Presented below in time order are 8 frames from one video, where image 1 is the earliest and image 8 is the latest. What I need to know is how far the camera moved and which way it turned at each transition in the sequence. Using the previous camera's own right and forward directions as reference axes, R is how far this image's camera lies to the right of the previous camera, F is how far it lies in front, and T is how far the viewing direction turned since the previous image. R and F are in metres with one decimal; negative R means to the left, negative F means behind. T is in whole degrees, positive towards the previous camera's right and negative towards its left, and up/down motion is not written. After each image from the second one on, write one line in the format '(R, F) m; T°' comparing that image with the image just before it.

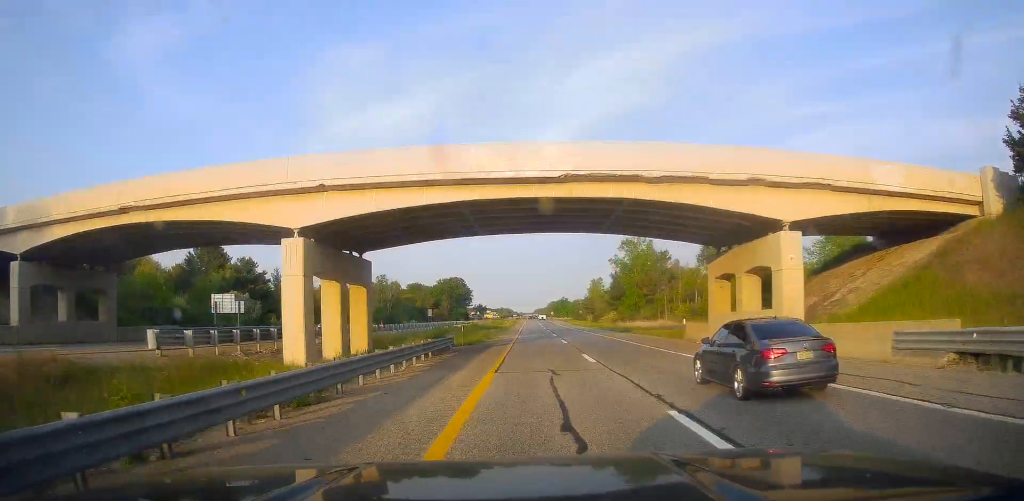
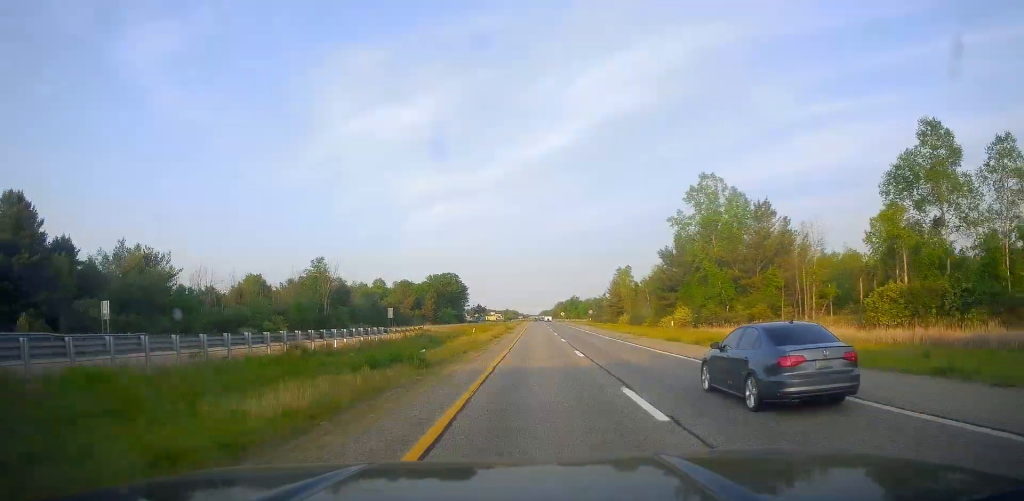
(-0.8, +57.7) m; -1°
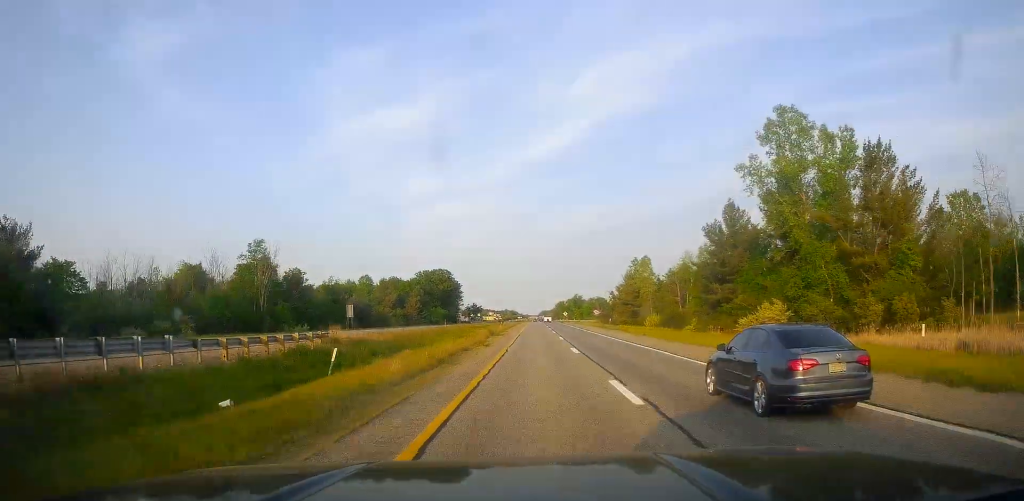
(0.0, +29.0) m; +1°
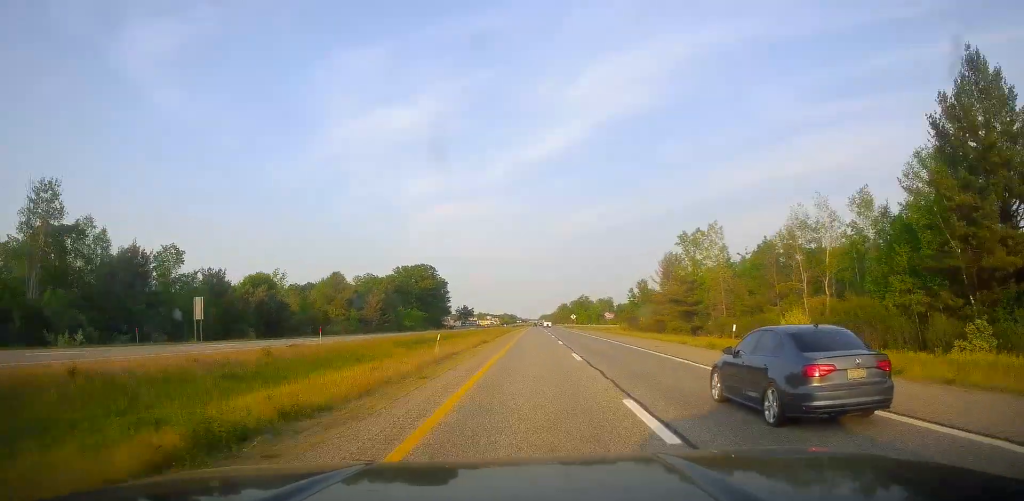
(+0.4, +49.2) m; 0°
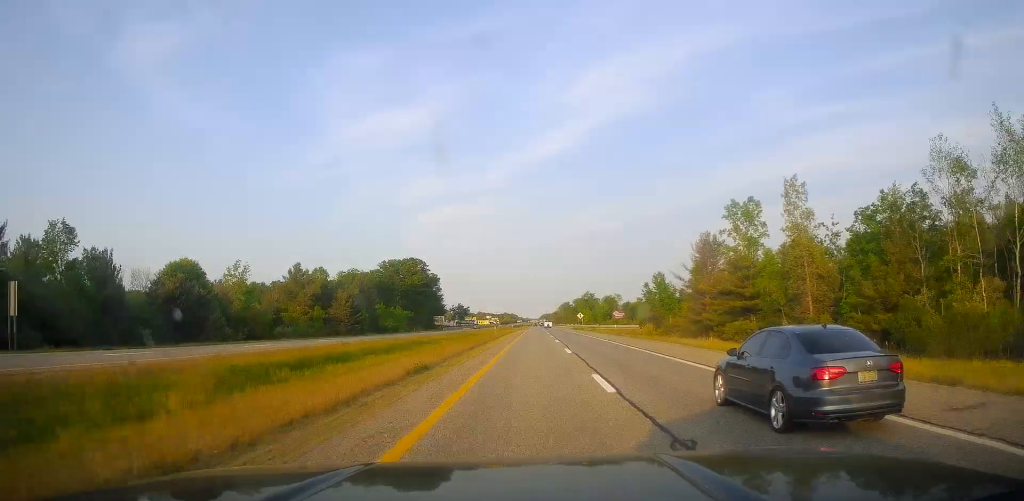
(-0.3, +25.2) m; -1°
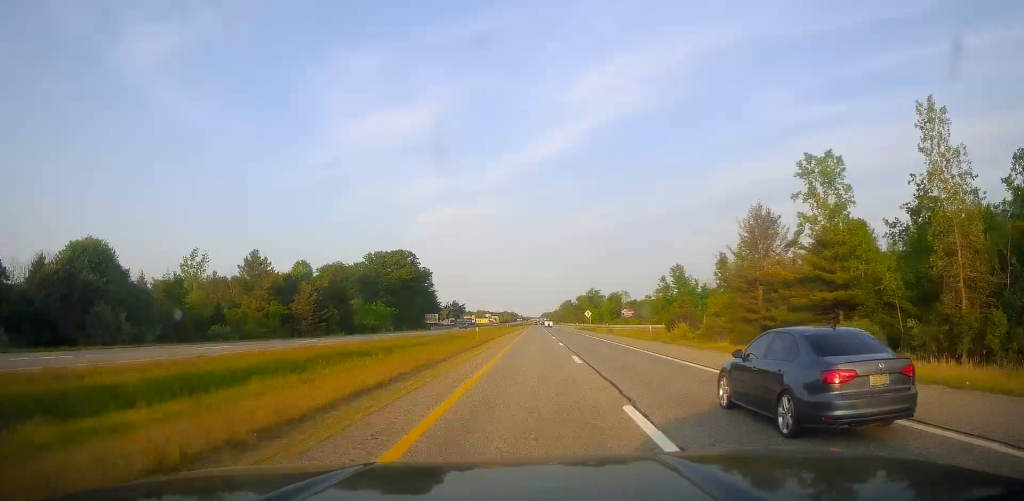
(0.0, +21.6) m; 0°
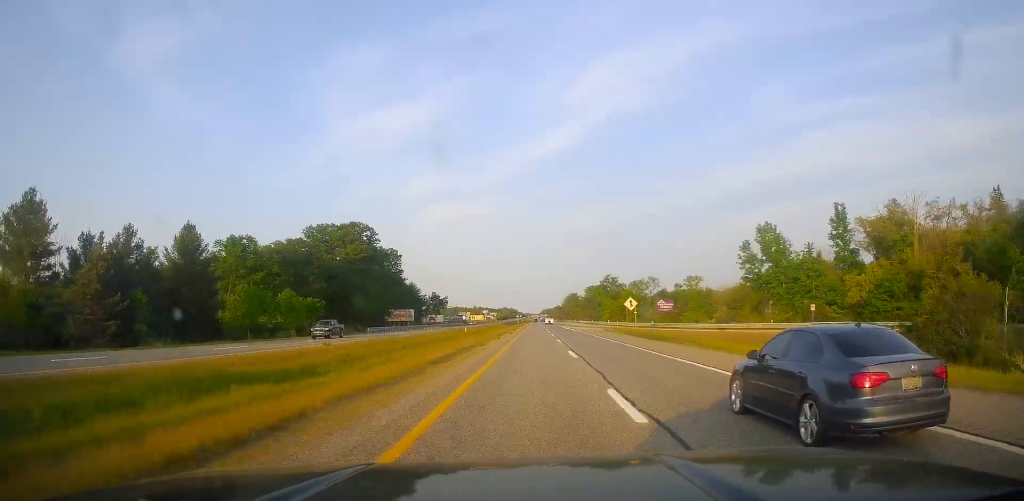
(0.0, +58.8) m; 0°
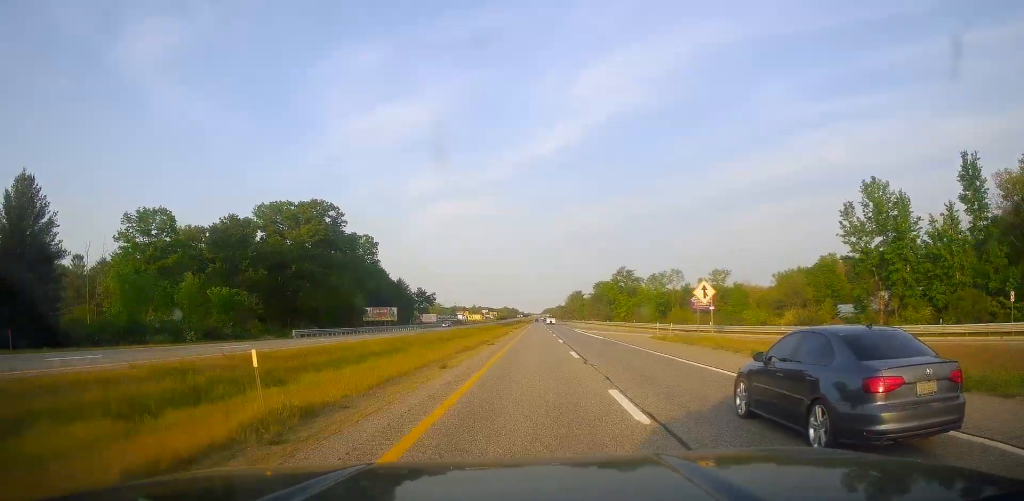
(0.0, +31.2) m; 0°
